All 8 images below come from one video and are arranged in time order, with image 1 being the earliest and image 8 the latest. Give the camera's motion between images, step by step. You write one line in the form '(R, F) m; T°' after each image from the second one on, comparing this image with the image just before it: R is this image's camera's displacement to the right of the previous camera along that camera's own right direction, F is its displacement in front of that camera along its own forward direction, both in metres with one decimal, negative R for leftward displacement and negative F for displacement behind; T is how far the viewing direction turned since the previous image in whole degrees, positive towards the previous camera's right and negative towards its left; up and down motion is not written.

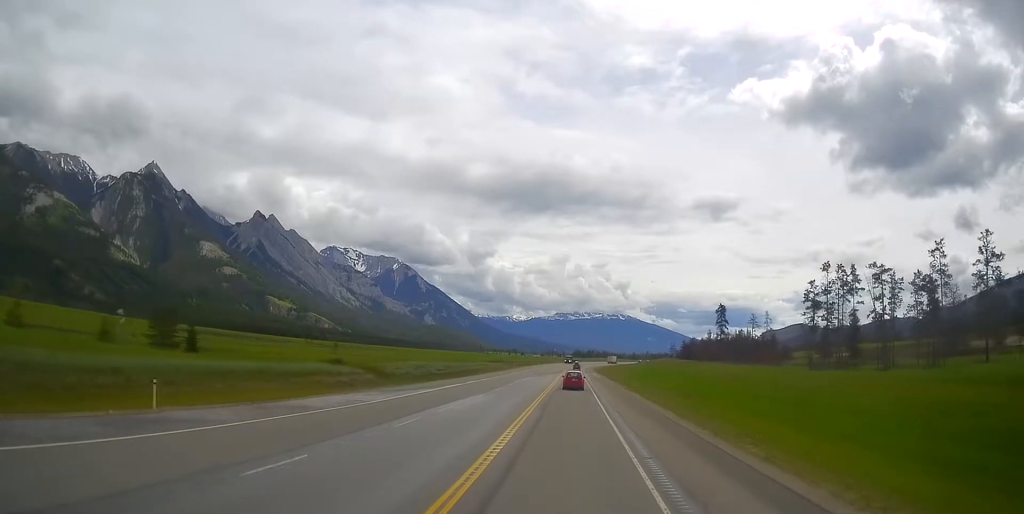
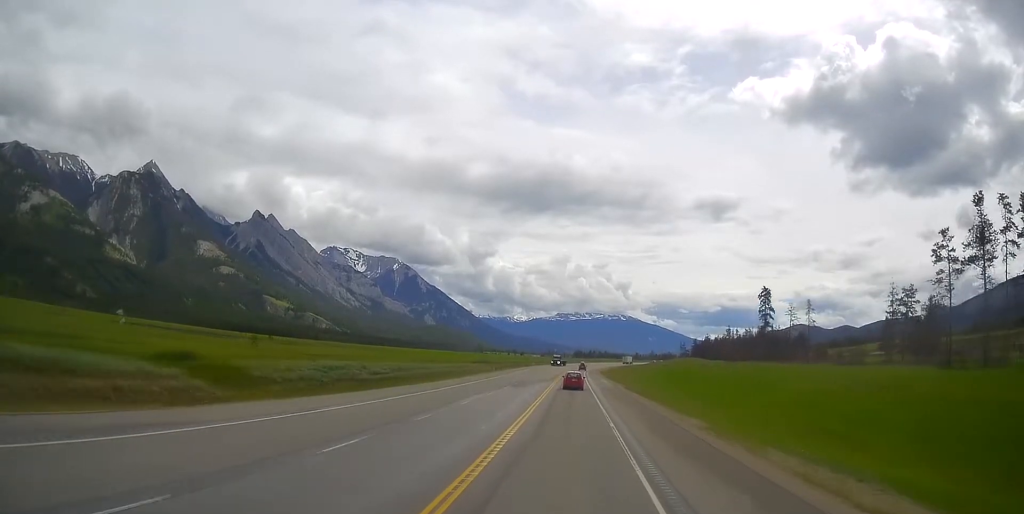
(-0.1, +32.0) m; 0°
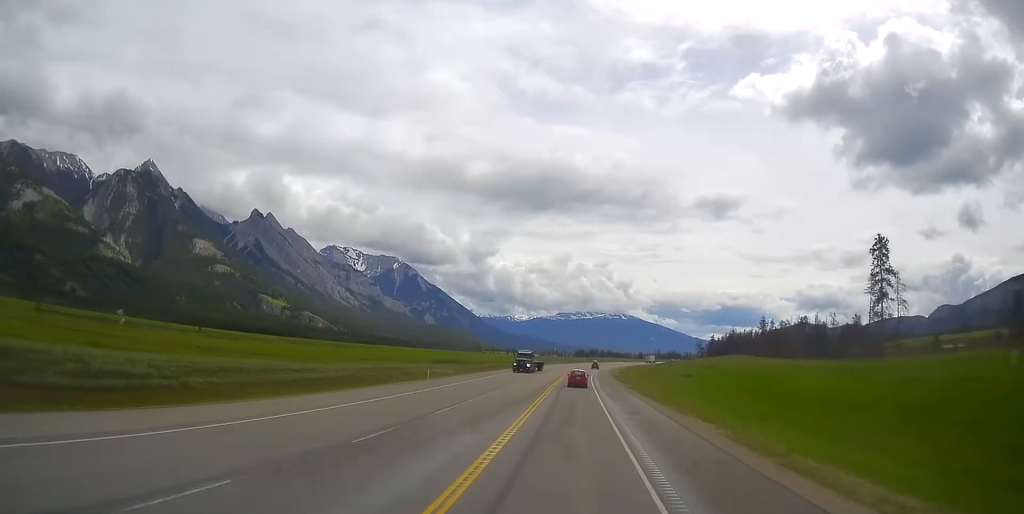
(-0.2, +42.5) m; -1°
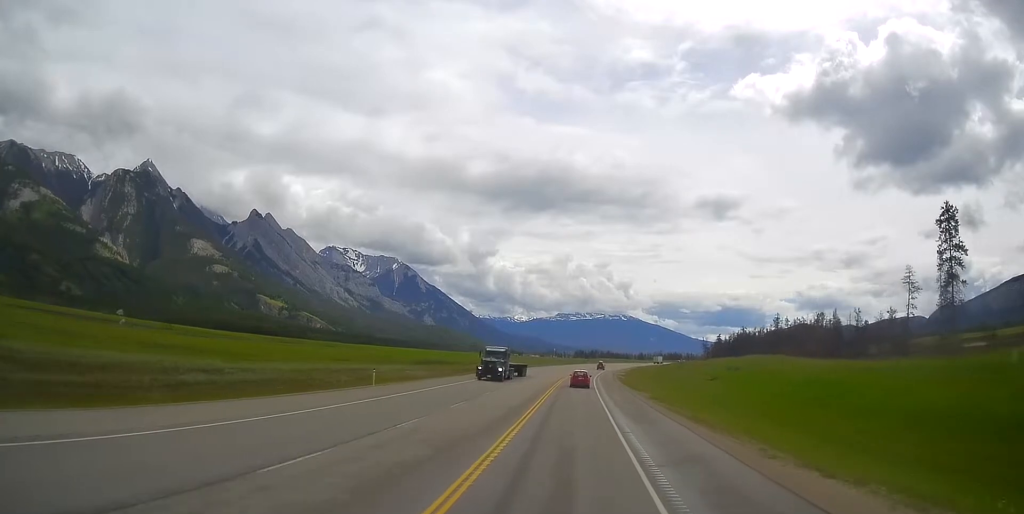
(-0.1, +14.1) m; 0°
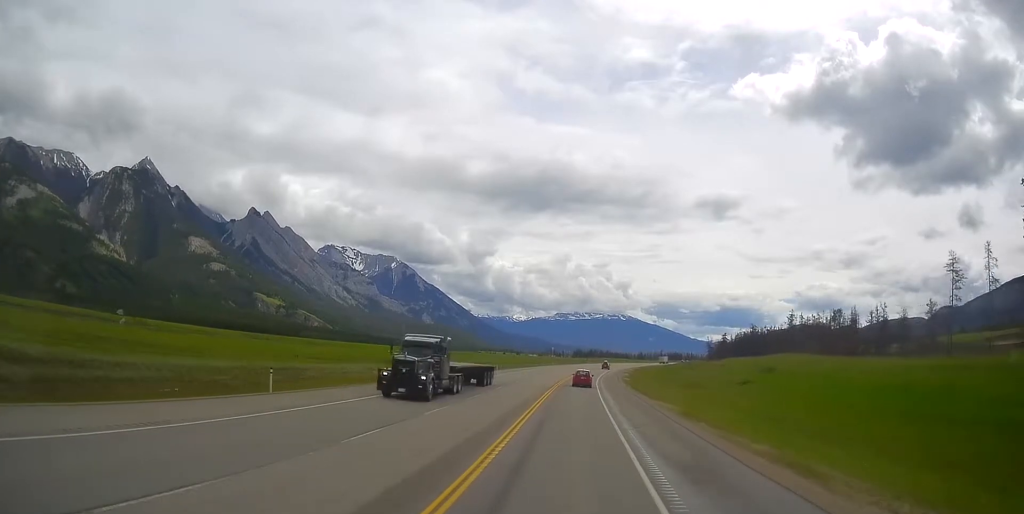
(0.0, +13.2) m; +1°
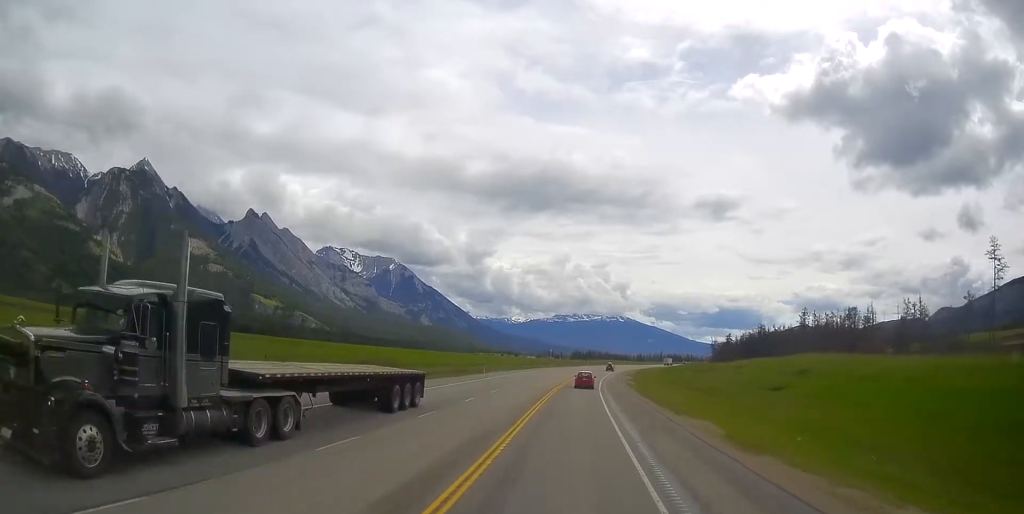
(-0.2, +10.6) m; +1°
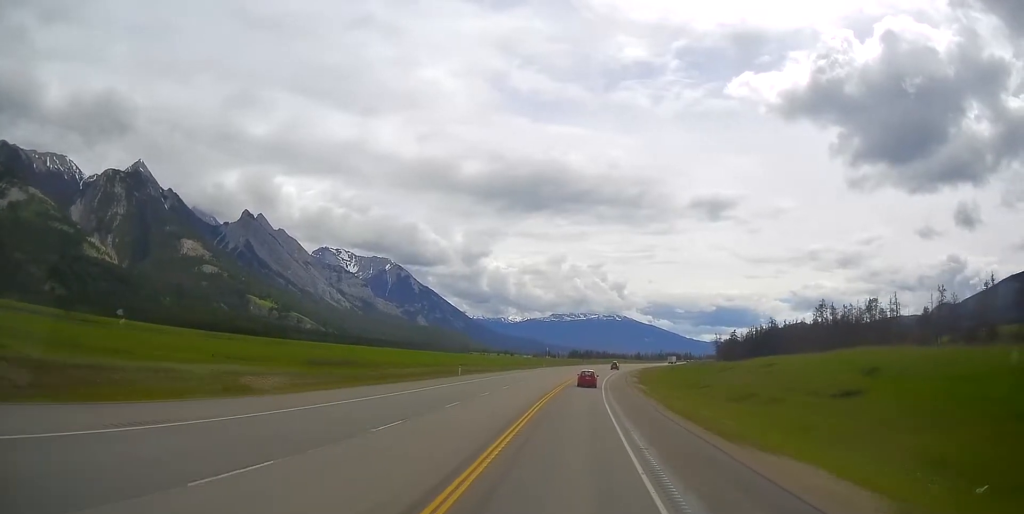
(+0.4, +13.7) m; 0°
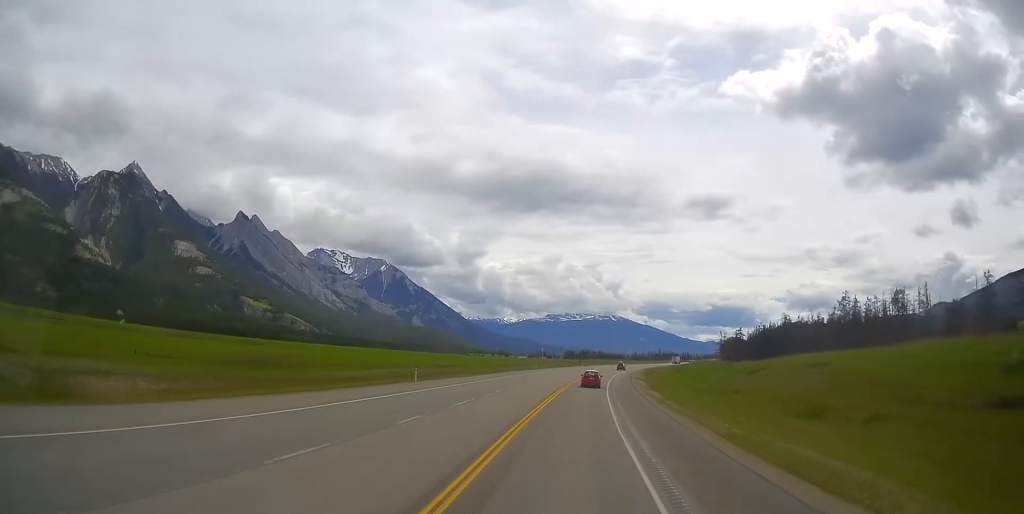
(+0.3, +15.1) m; 0°
